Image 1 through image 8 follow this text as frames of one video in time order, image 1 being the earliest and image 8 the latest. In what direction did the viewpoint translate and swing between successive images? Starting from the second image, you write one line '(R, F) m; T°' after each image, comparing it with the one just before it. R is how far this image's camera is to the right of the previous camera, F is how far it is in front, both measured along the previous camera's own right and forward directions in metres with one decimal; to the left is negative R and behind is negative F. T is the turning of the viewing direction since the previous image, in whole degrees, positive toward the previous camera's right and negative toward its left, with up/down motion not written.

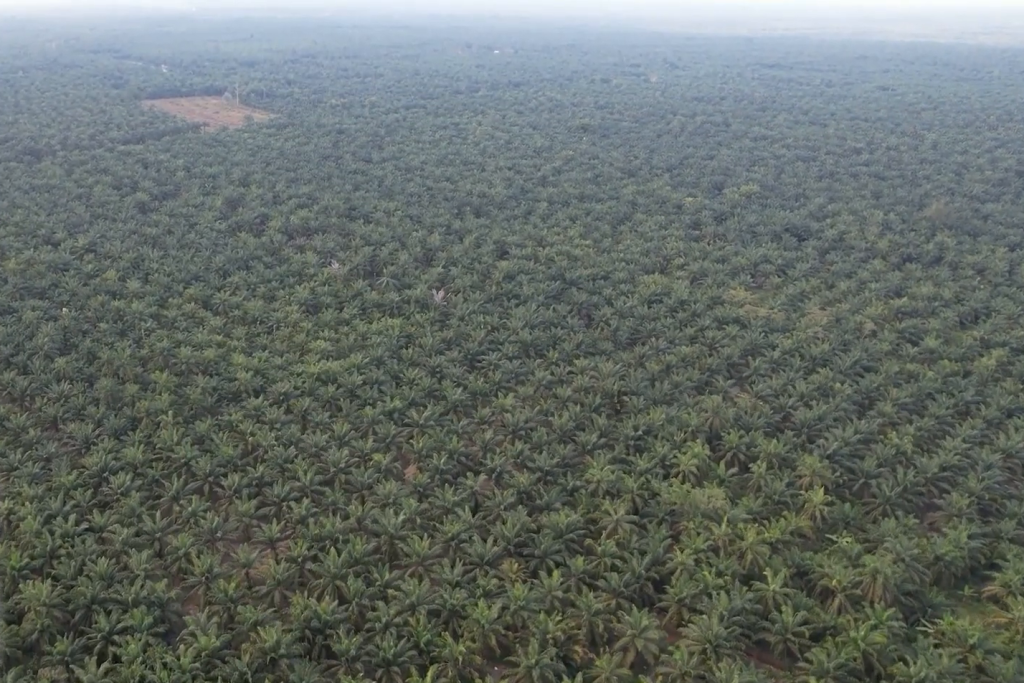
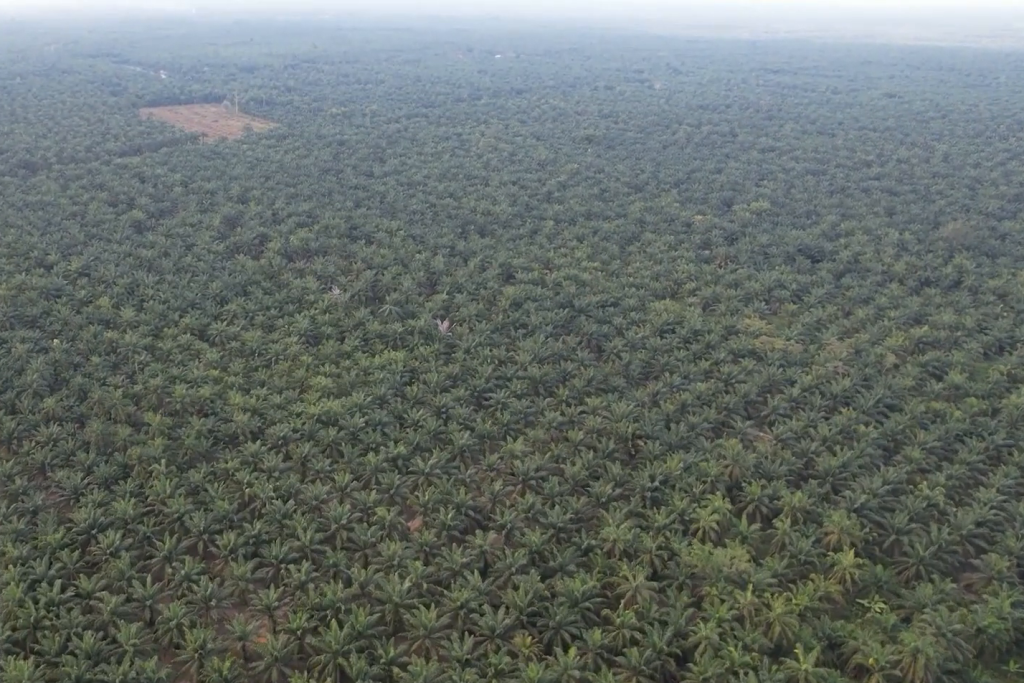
(0.0, +13.8) m; 0°
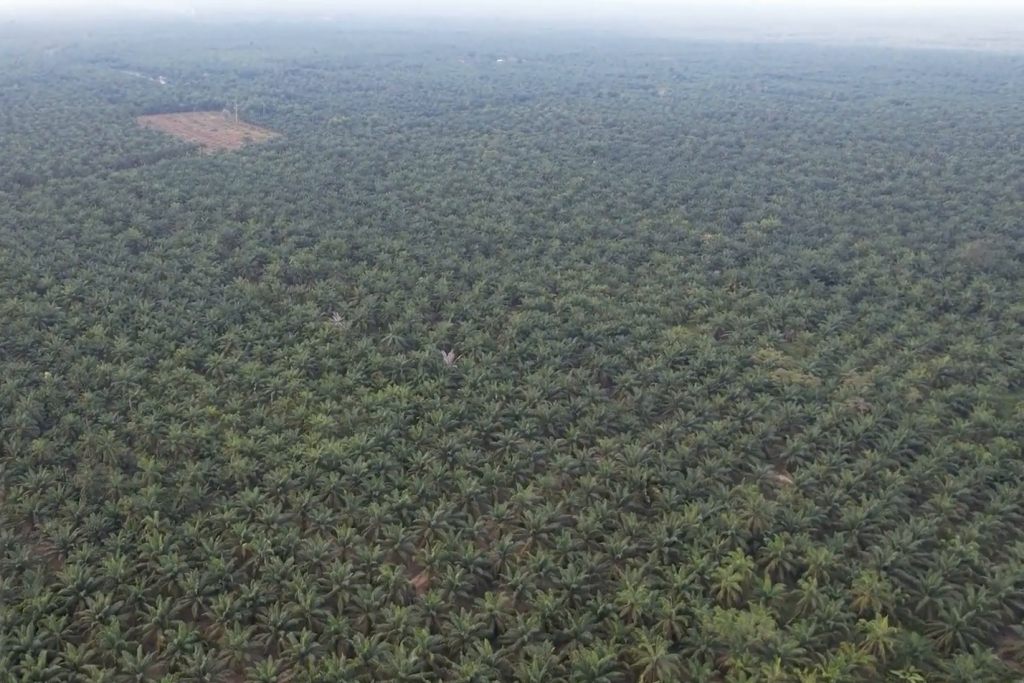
(0.0, +13.1) m; 0°
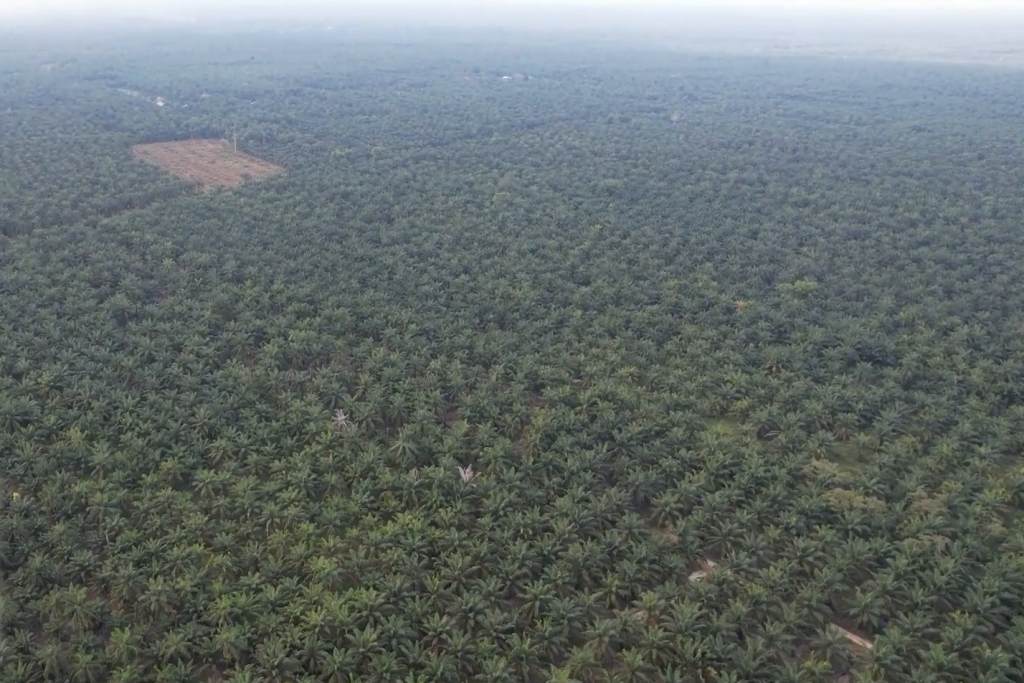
(+0.1, +41.4) m; 0°
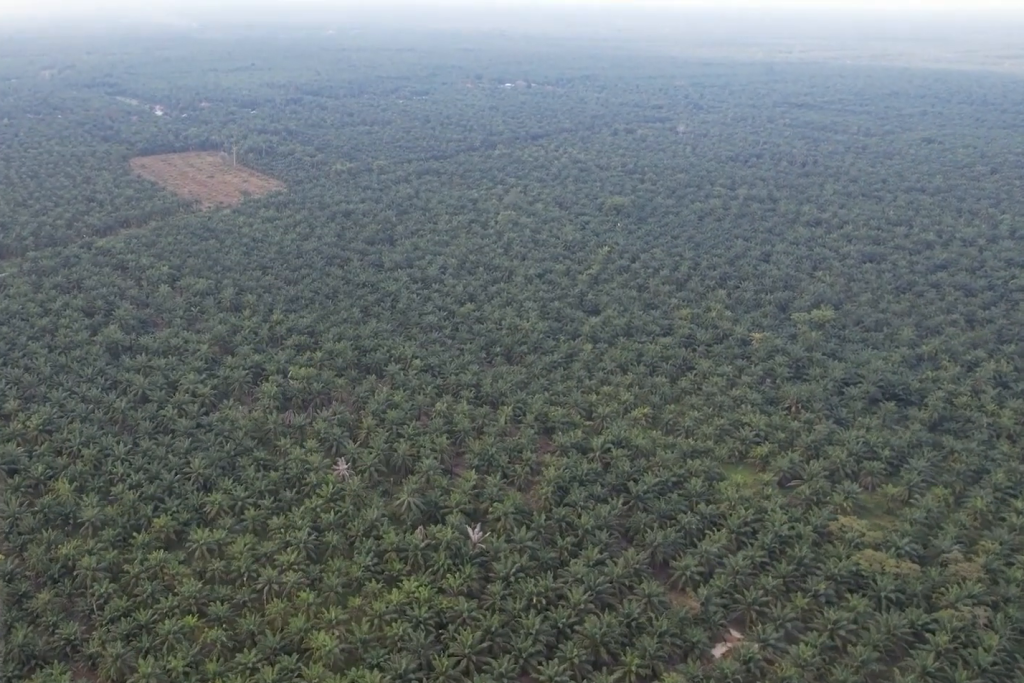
(0.0, +17.6) m; 0°
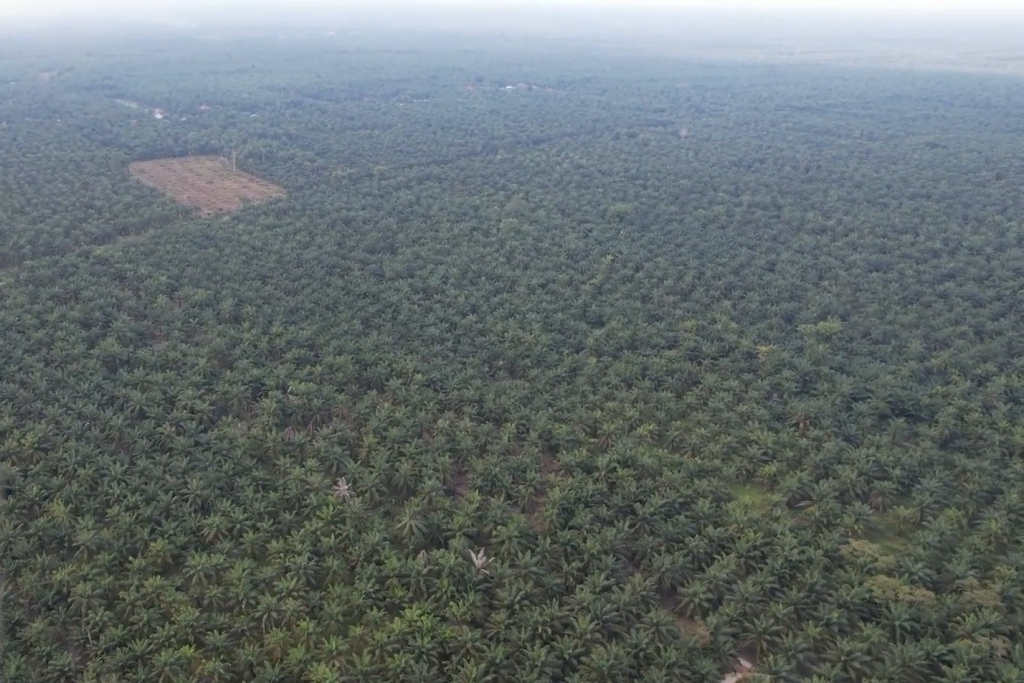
(0.0, +7.0) m; 0°
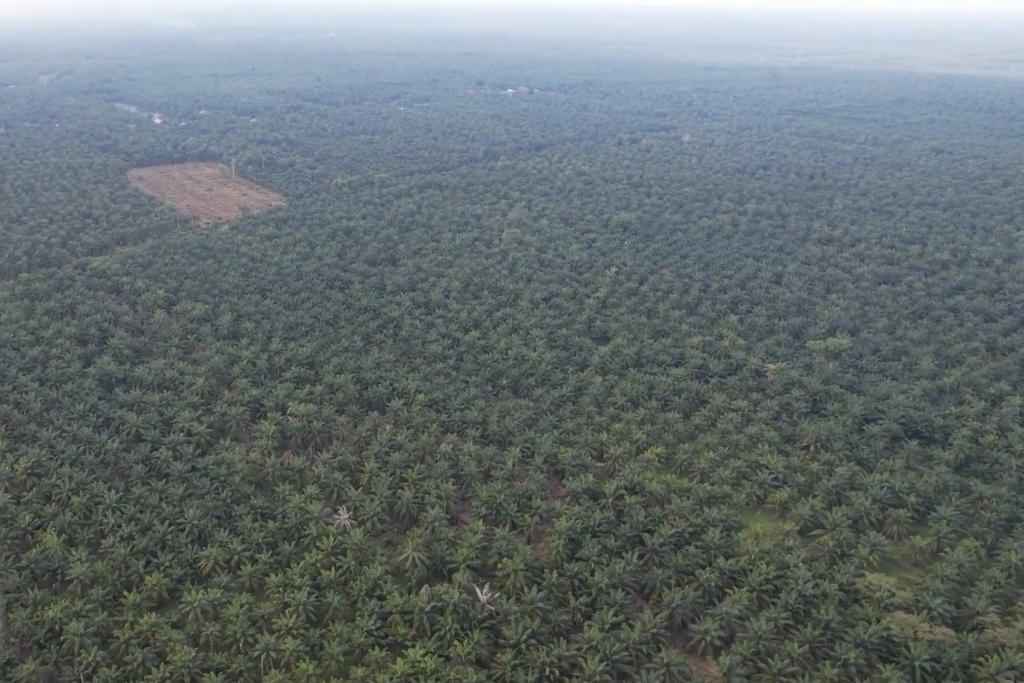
(0.0, +9.4) m; 0°
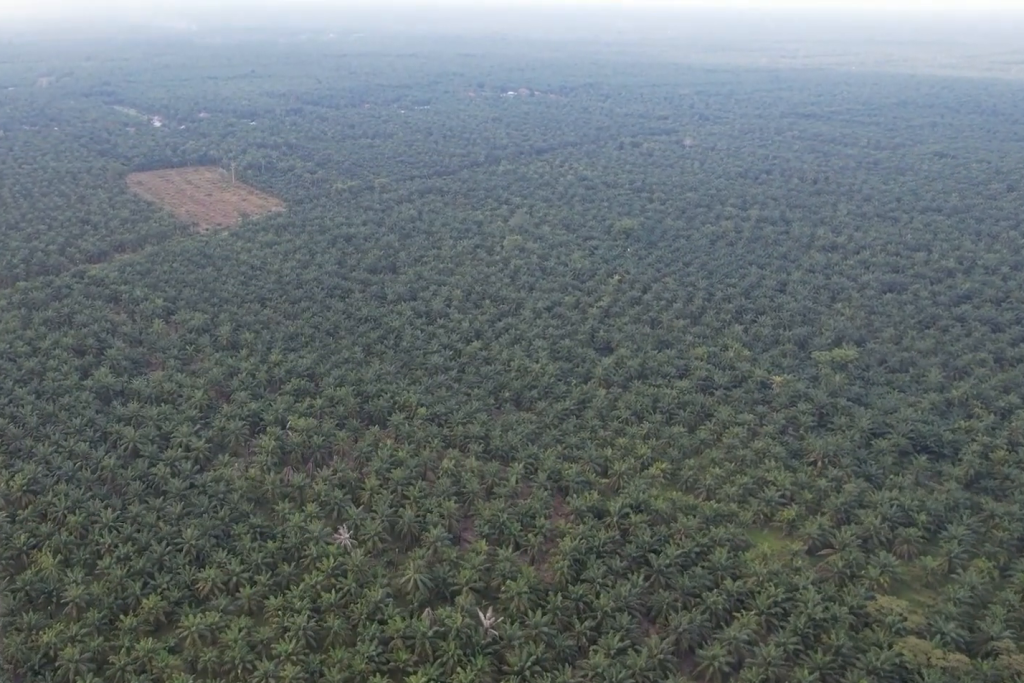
(0.0, +6.4) m; 0°
